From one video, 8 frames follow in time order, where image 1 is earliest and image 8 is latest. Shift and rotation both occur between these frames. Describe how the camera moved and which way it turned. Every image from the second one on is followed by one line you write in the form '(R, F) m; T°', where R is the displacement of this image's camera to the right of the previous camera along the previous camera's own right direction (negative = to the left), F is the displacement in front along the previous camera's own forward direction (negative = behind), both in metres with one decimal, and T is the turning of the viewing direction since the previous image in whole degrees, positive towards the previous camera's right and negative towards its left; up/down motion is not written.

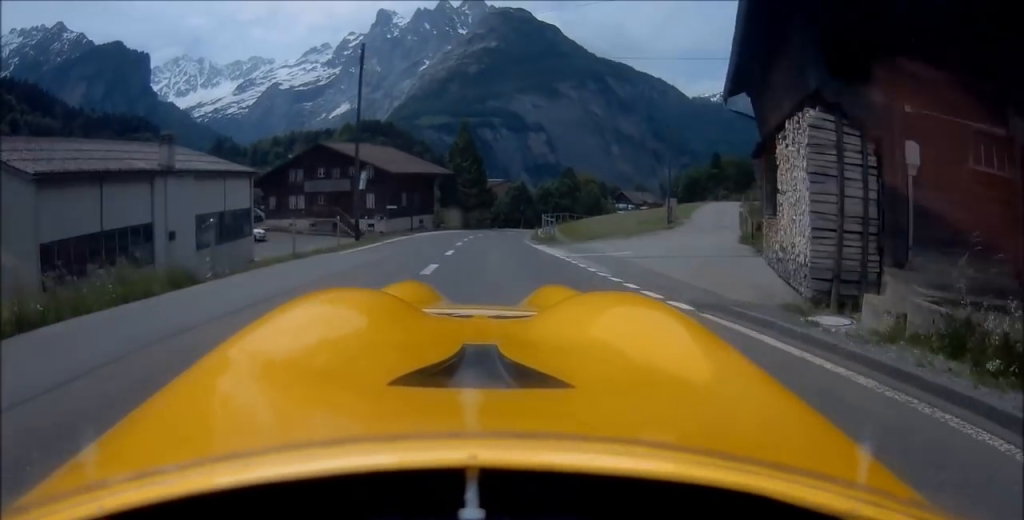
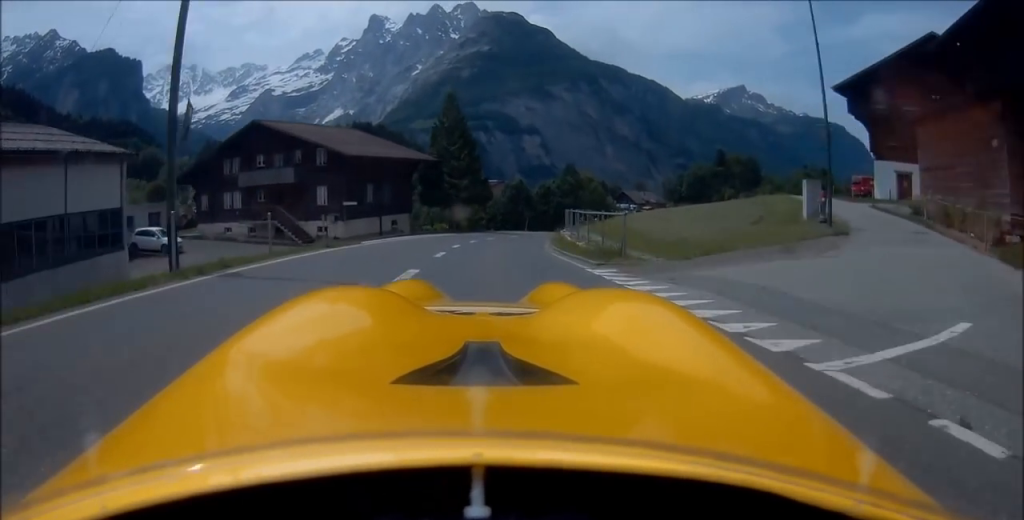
(+0.2, +13.0) m; +3°
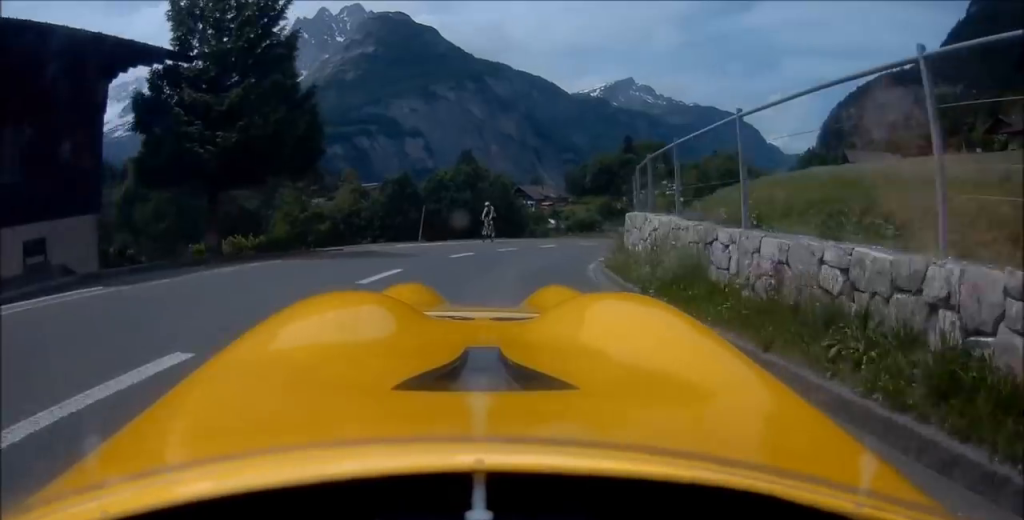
(+3.2, +26.7) m; +15°
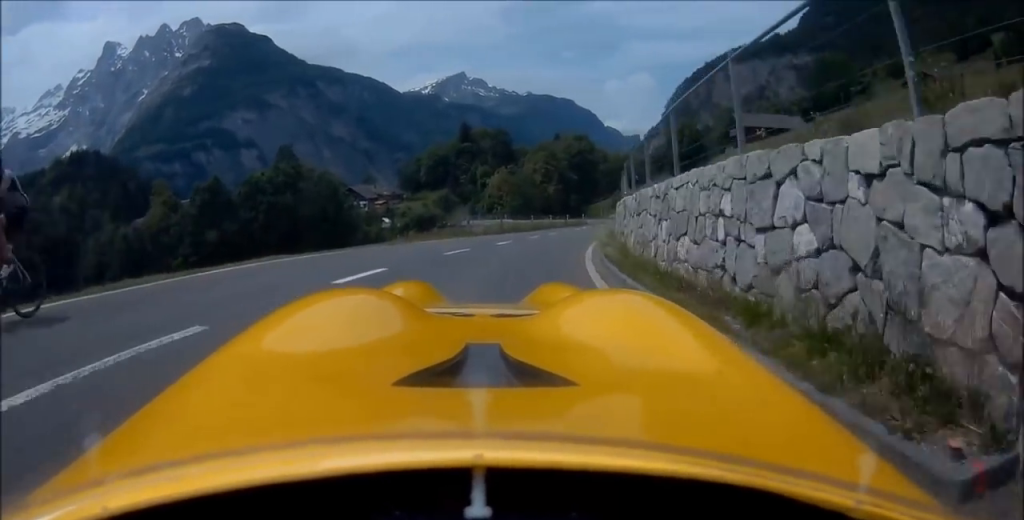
(+1.3, +15.5) m; +9°
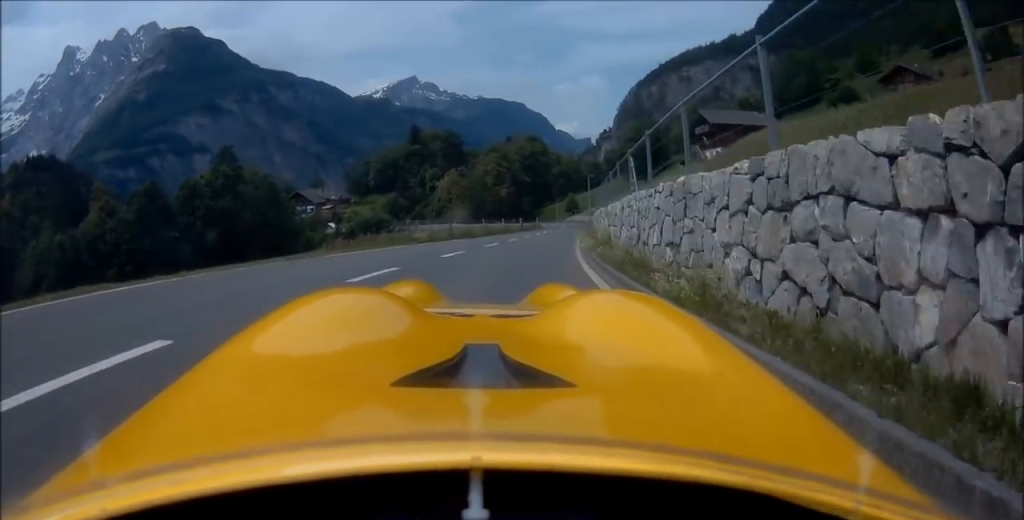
(+0.1, +5.6) m; +3°
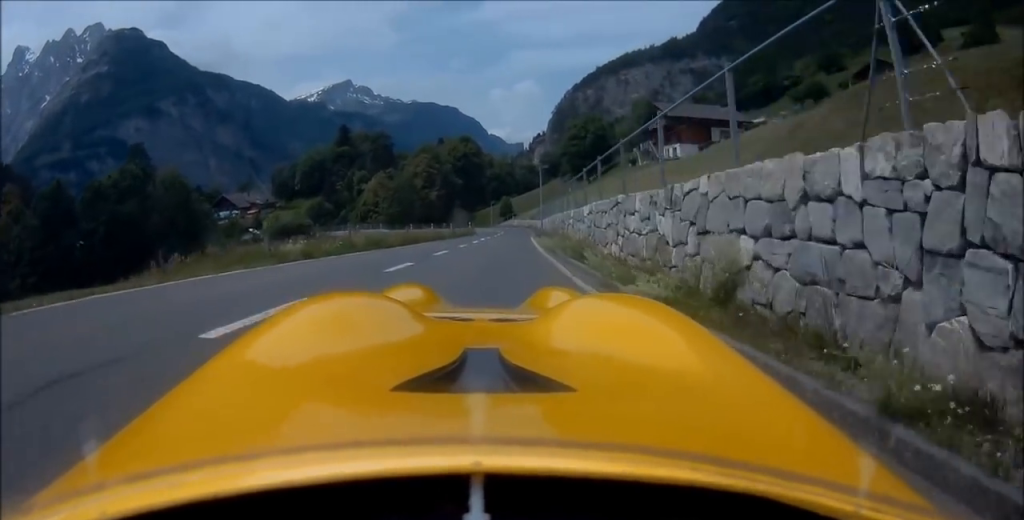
(+0.5, +9.1) m; +4°
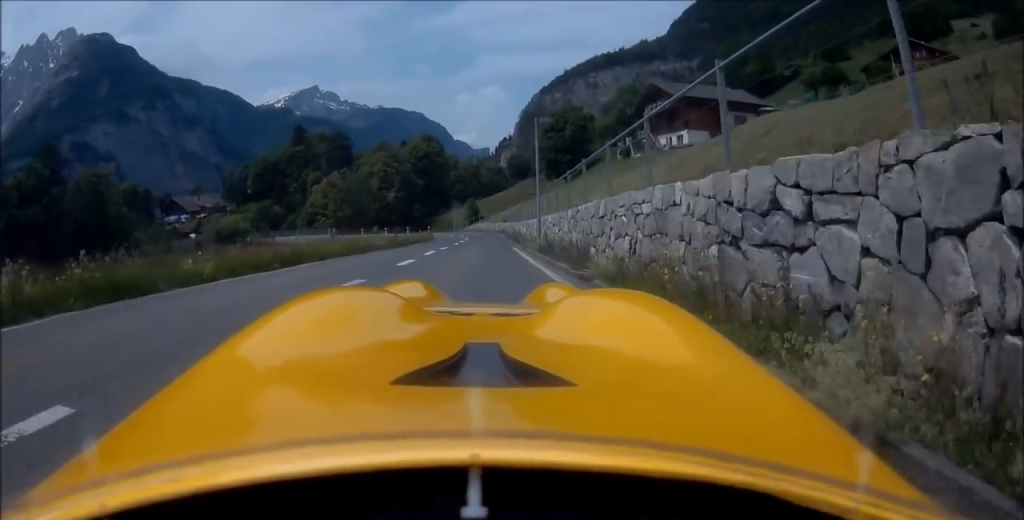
(+0.5, +14.8) m; +3°
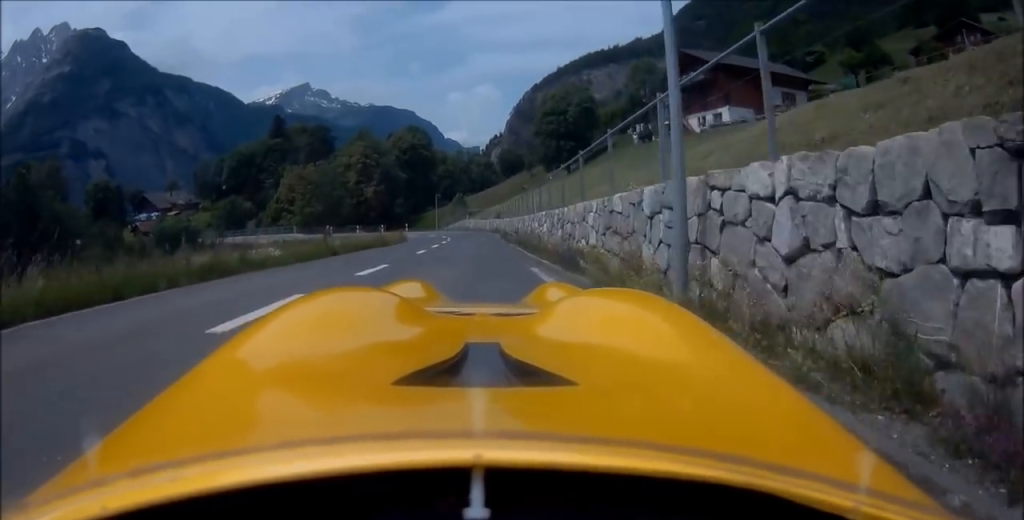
(+0.3, +13.1) m; +2°
